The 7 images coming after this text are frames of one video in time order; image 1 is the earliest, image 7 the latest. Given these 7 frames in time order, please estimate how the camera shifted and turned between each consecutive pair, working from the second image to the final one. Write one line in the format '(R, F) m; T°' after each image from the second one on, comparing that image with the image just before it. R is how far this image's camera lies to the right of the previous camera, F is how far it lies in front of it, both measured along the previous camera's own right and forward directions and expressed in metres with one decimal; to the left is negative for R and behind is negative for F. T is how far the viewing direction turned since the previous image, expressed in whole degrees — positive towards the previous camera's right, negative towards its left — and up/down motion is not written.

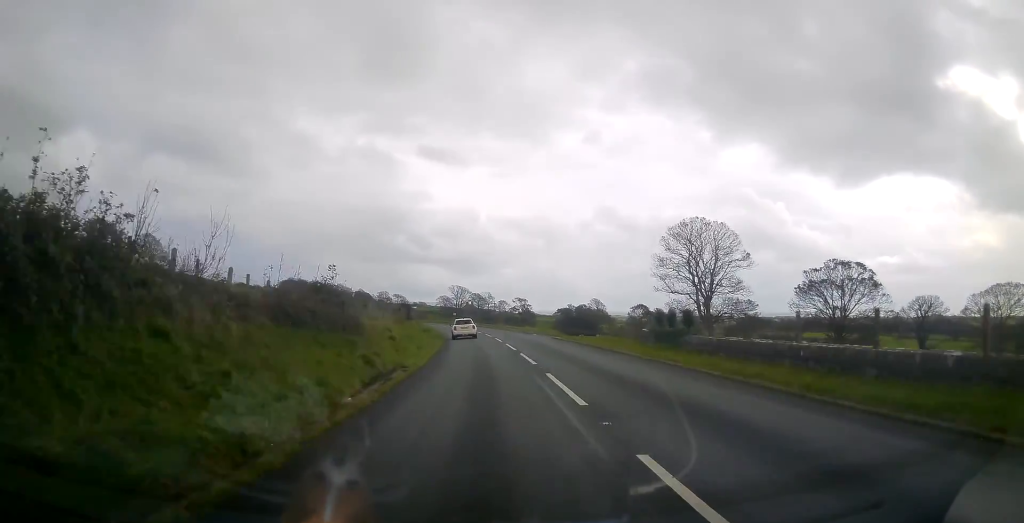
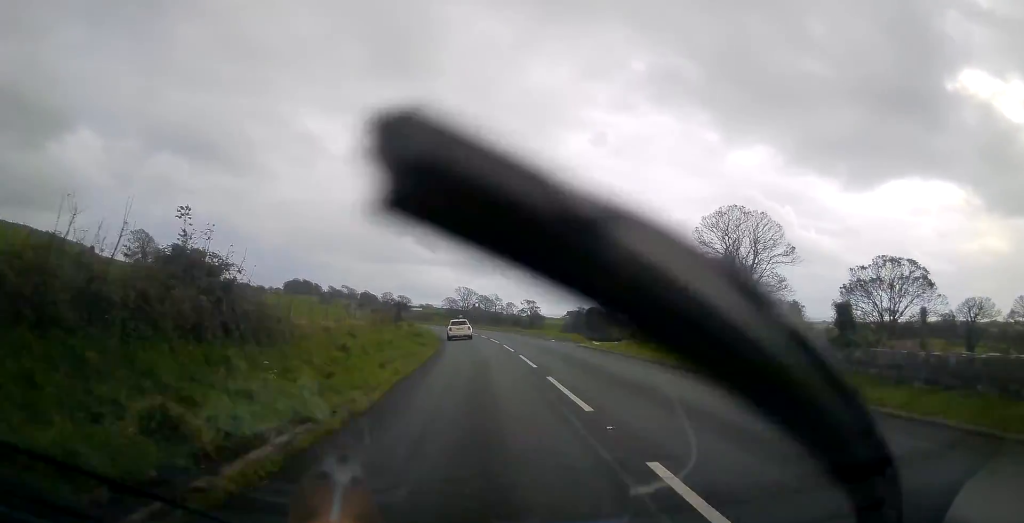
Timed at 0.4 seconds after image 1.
(0.0, +9.5) m; 0°
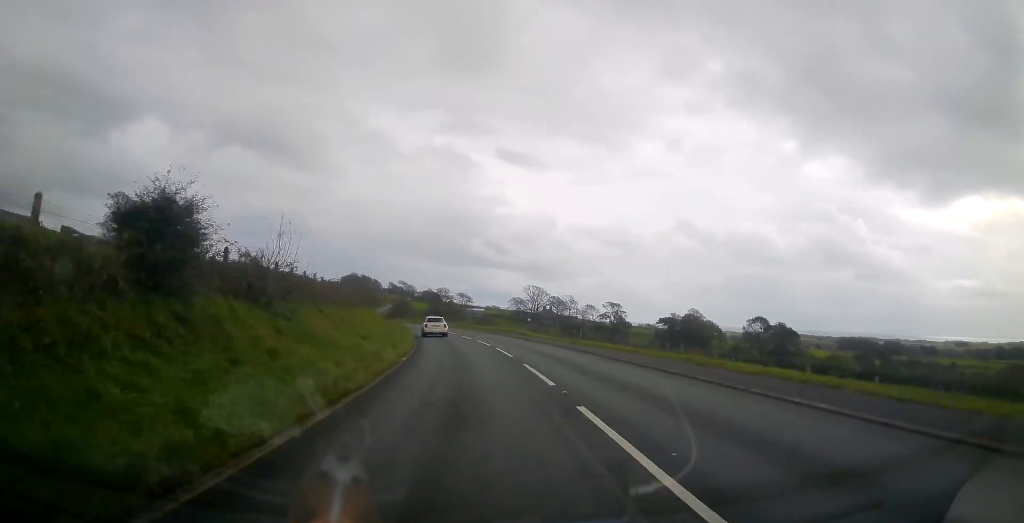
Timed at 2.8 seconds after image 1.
(-1.5, +50.3) m; -5°
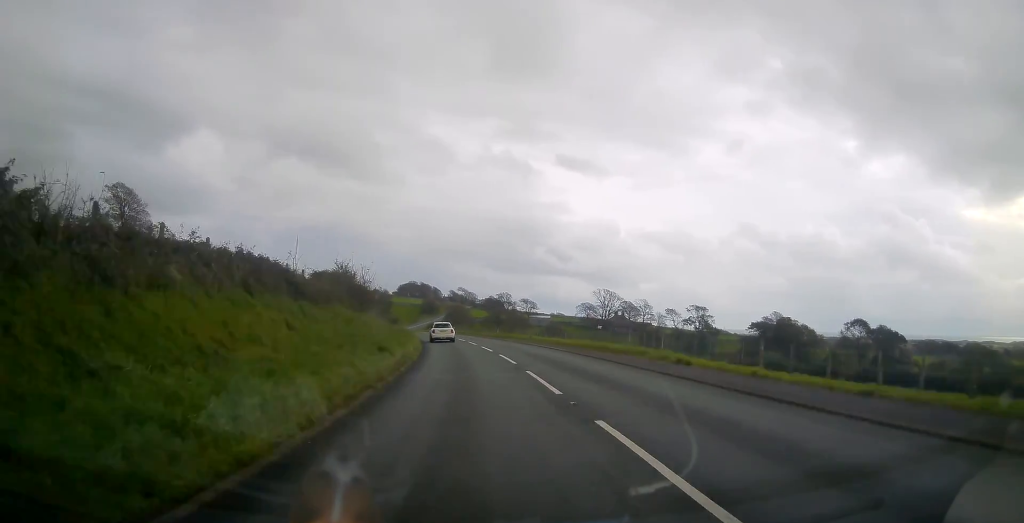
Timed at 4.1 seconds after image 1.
(-1.1, +27.9) m; -5°
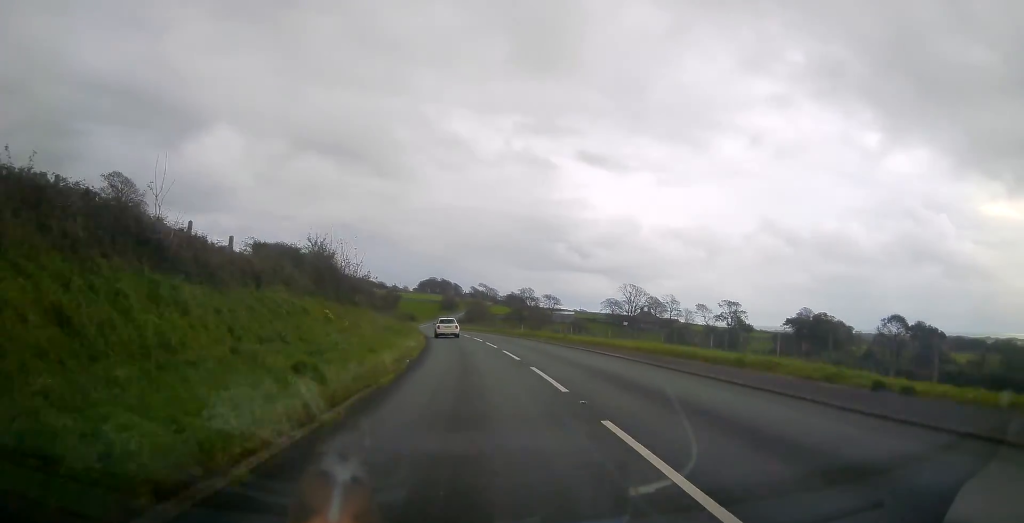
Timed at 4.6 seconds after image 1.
(-0.3, +9.7) m; -2°
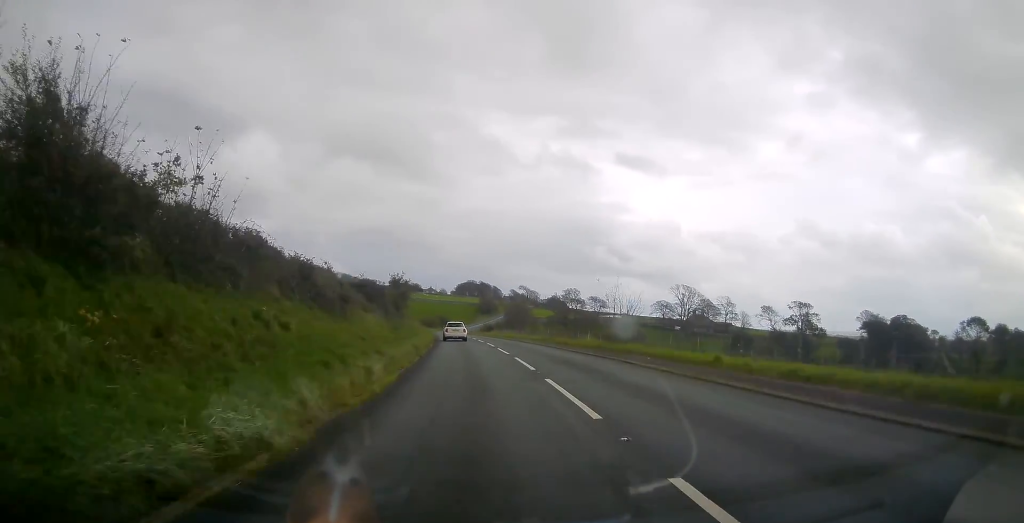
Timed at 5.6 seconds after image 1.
(-0.7, +20.8) m; -4°
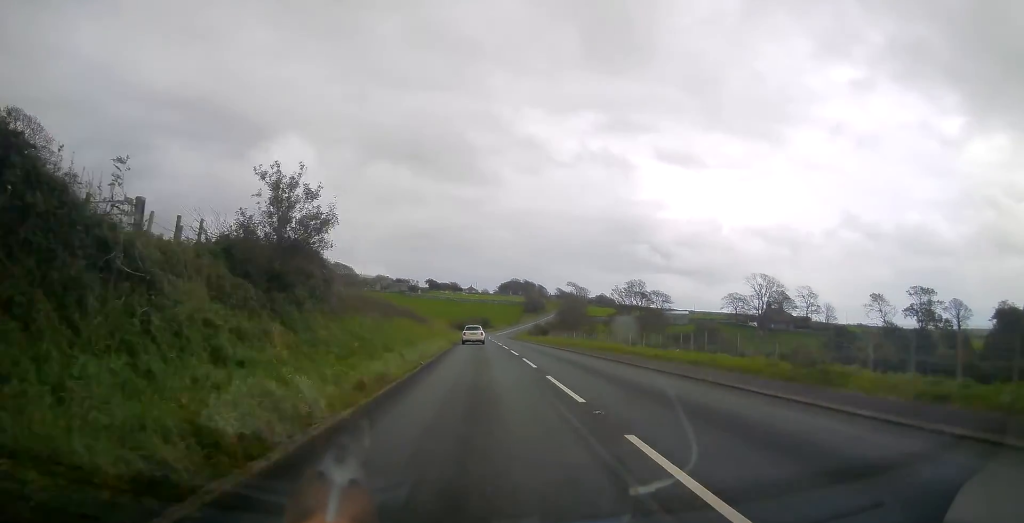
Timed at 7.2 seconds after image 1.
(-1.7, +34.0) m; -5°
